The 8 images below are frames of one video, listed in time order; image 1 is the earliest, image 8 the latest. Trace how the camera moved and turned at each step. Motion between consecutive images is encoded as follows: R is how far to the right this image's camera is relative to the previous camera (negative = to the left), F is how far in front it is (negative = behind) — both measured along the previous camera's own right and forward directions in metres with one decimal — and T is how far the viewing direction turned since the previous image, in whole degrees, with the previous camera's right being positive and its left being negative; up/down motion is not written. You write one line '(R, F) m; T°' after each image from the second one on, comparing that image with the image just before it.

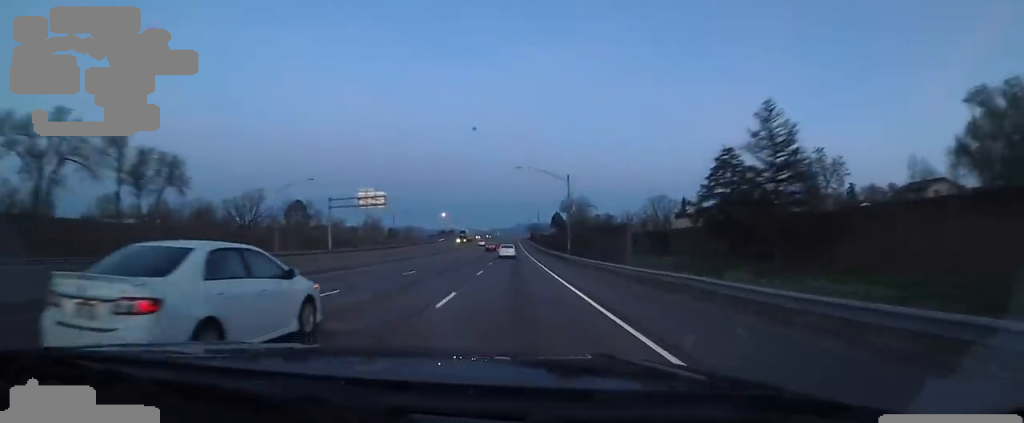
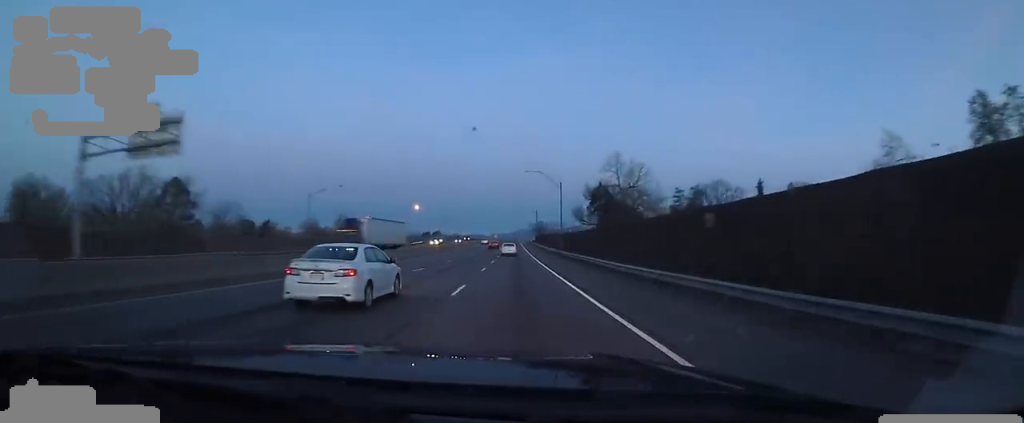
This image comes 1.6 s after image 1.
(0.0, +46.3) m; 0°
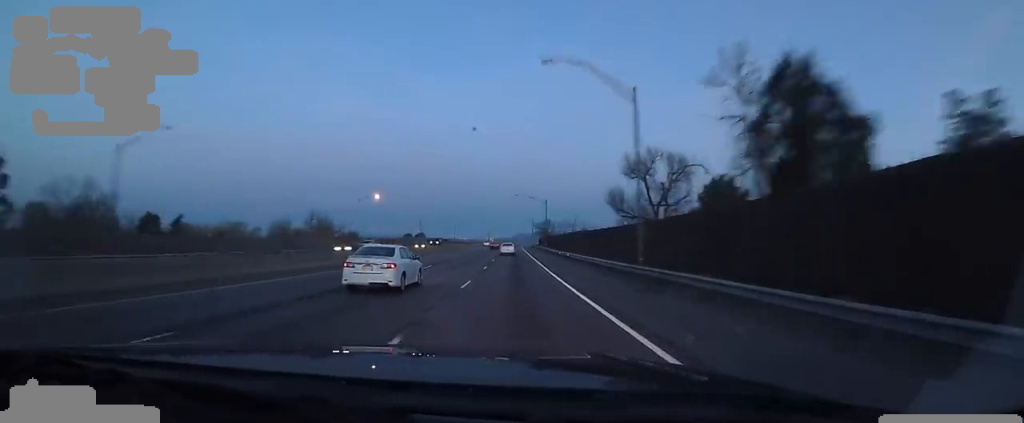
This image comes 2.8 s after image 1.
(0.0, +33.5) m; 0°
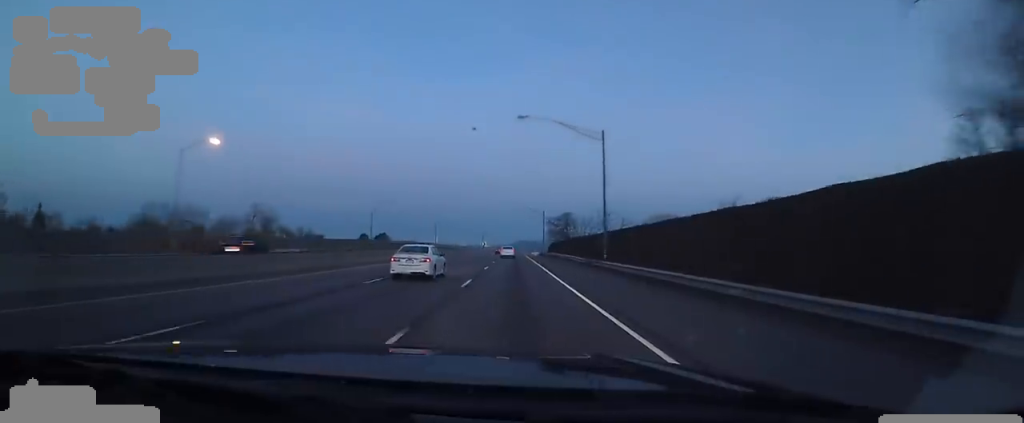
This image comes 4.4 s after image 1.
(0.0, +45.8) m; 0°
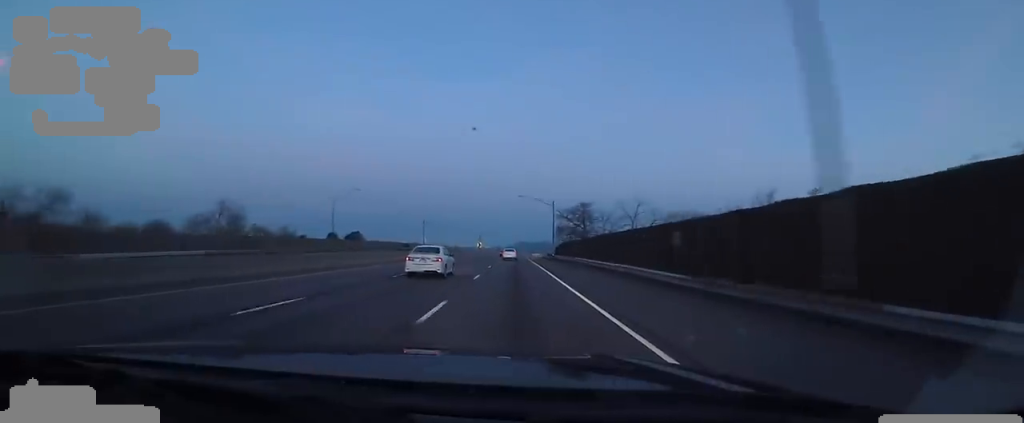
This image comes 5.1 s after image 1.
(0.0, +19.3) m; 0°
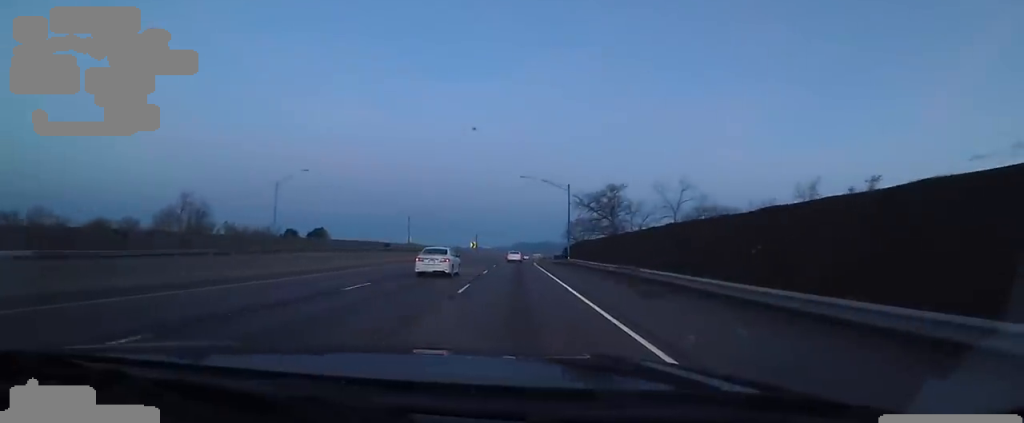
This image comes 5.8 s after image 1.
(0.0, +17.6) m; 0°
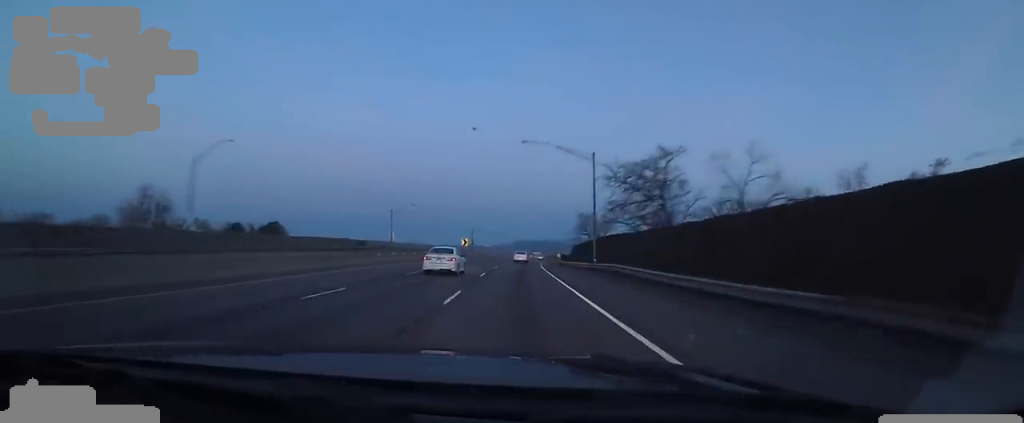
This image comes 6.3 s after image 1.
(0.0, +15.0) m; 0°
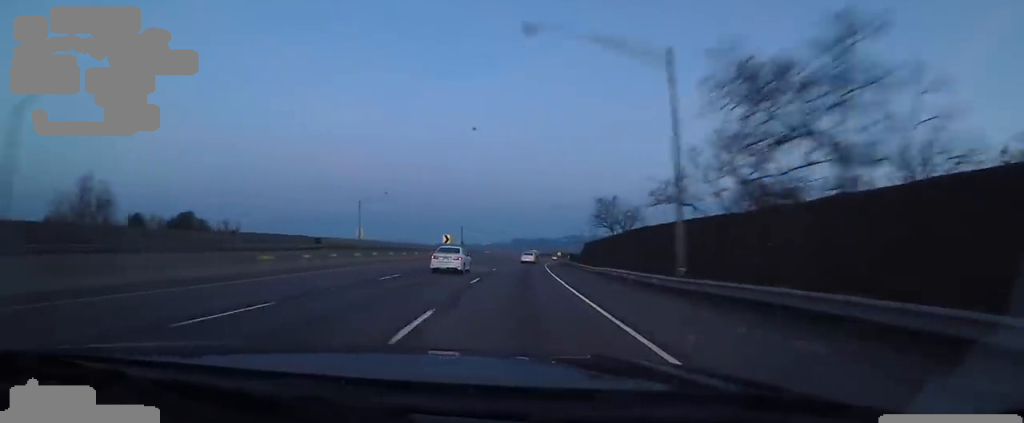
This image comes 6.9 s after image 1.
(0.0, +17.3) m; +1°
